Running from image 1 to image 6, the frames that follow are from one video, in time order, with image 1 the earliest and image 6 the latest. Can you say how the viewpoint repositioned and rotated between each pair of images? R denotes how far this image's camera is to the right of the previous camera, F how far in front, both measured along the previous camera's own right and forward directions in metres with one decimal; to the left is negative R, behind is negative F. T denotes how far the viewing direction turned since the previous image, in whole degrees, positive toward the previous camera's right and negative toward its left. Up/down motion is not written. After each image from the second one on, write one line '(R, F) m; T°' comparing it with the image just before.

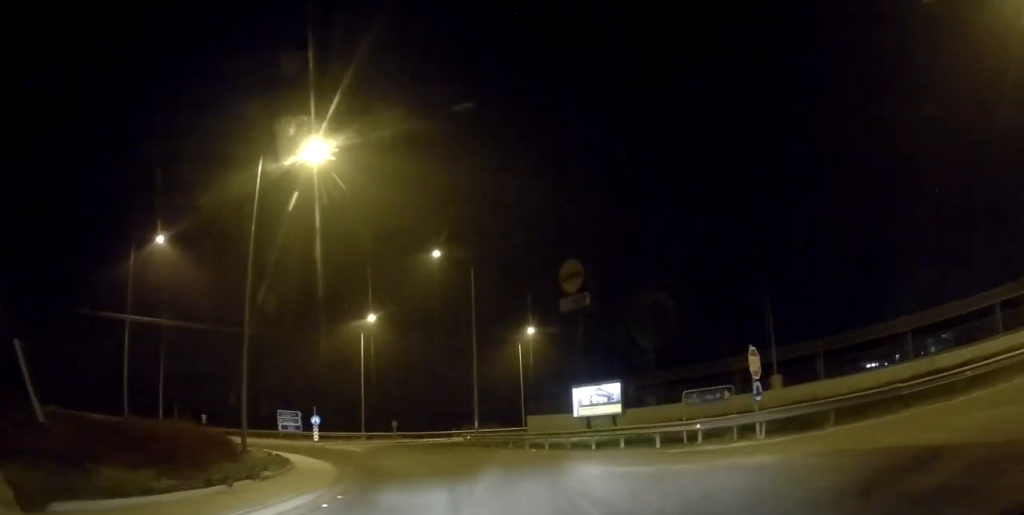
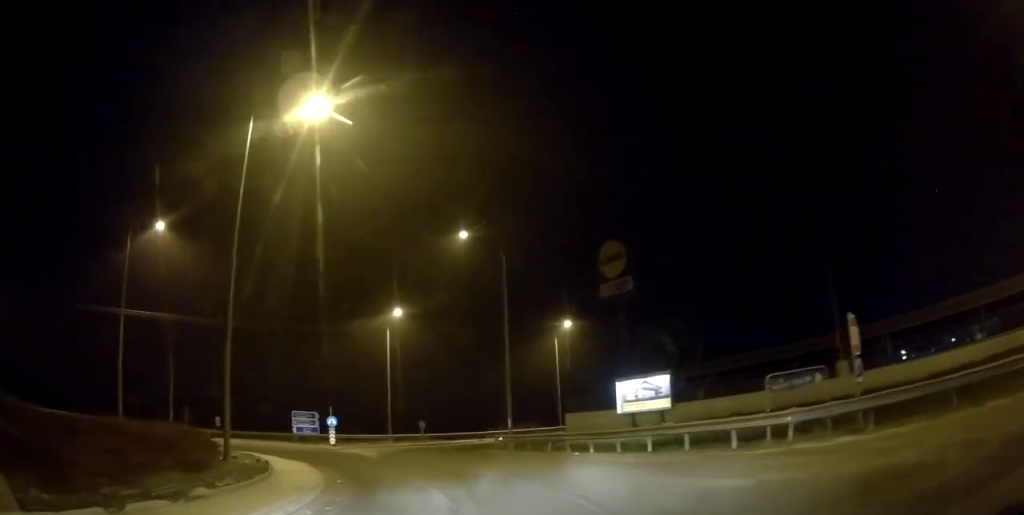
(-0.1, +3.8) m; -3°
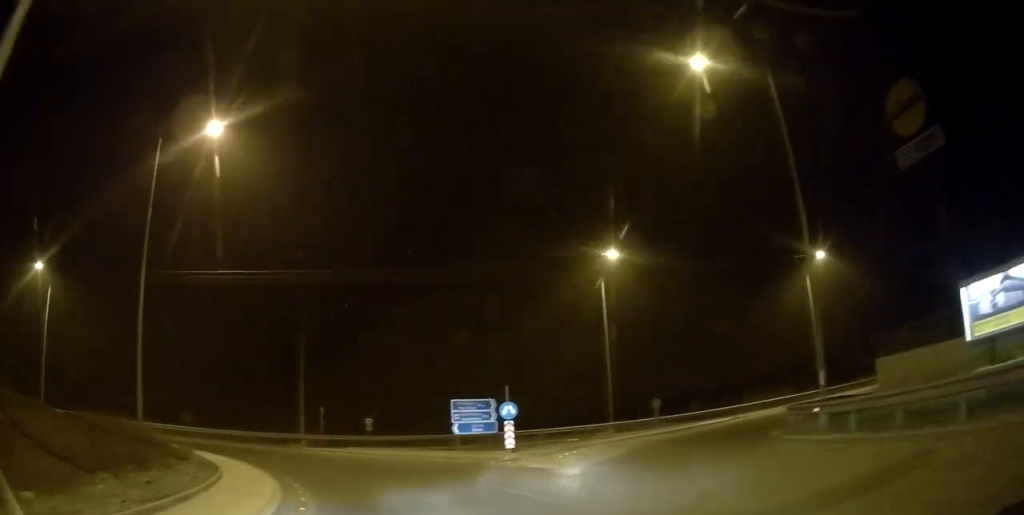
(-2.2, +14.7) m; -24°
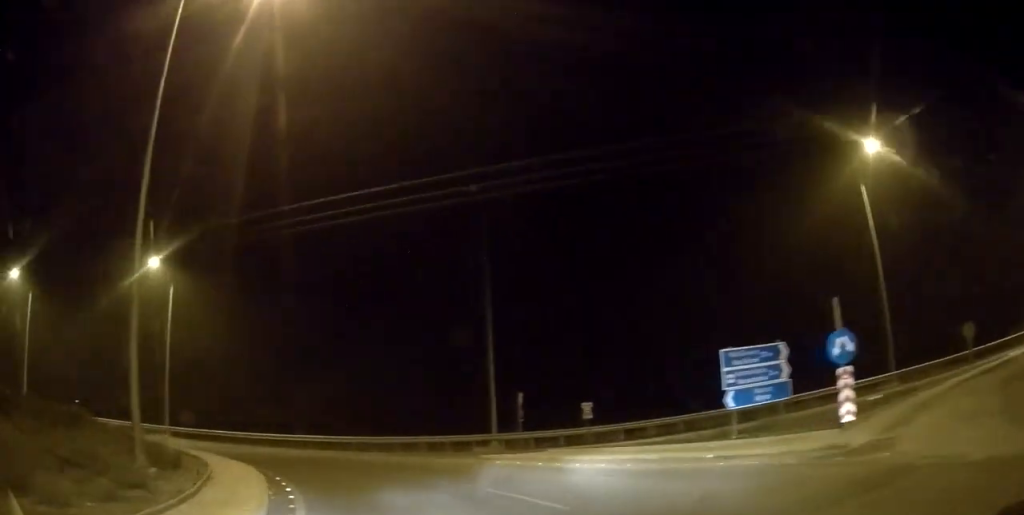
(-2.2, +10.8) m; -18°
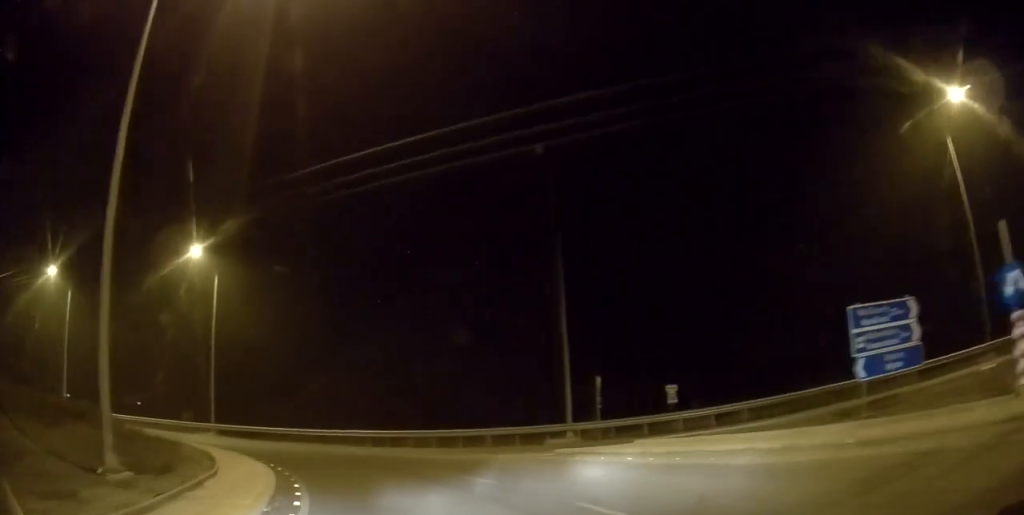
(+0.2, +3.2) m; -4°
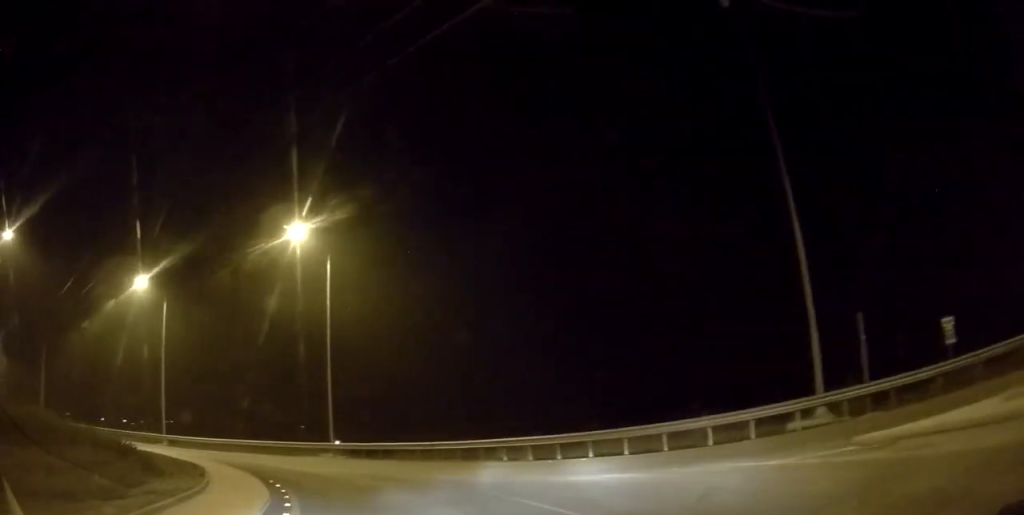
(-1.7, +8.9) m; -22°
